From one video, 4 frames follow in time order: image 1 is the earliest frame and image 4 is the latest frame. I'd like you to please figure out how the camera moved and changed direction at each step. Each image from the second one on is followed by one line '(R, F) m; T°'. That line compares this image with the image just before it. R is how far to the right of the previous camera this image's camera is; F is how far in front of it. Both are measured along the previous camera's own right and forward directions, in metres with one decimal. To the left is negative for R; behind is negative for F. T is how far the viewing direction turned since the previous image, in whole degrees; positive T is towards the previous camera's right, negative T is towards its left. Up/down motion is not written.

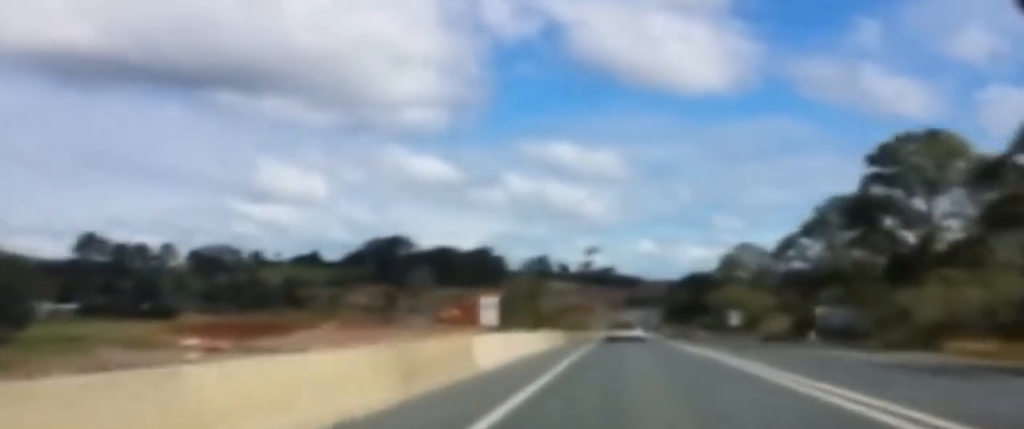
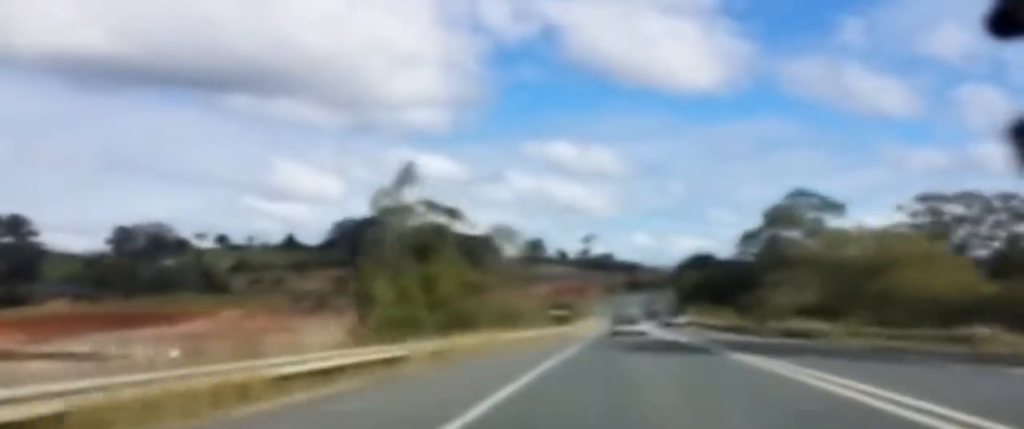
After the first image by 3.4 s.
(+0.4, +75.9) m; 0°
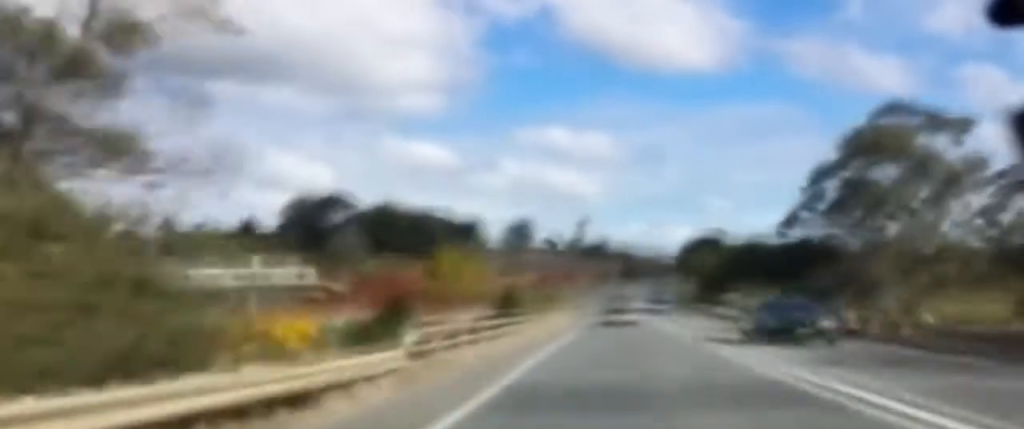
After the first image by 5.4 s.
(+0.1, +46.5) m; 0°
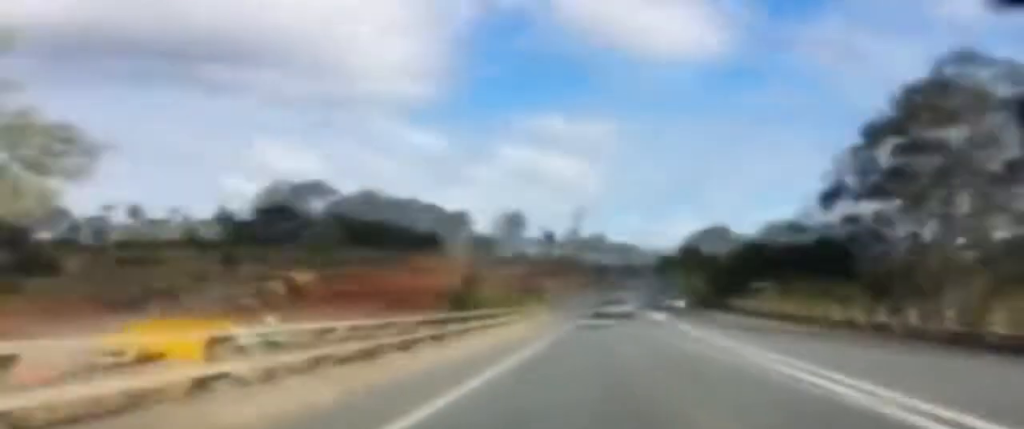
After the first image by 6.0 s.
(0.0, +13.9) m; 0°
